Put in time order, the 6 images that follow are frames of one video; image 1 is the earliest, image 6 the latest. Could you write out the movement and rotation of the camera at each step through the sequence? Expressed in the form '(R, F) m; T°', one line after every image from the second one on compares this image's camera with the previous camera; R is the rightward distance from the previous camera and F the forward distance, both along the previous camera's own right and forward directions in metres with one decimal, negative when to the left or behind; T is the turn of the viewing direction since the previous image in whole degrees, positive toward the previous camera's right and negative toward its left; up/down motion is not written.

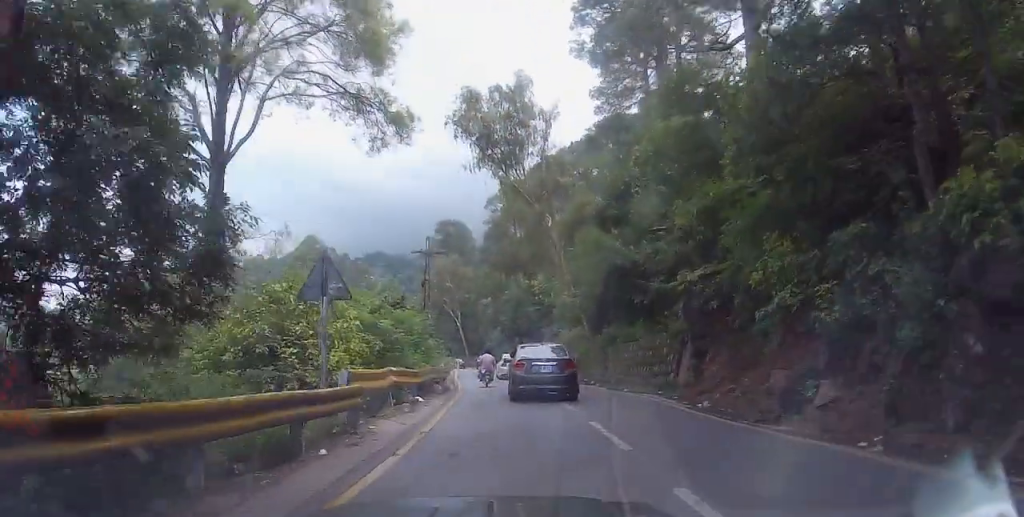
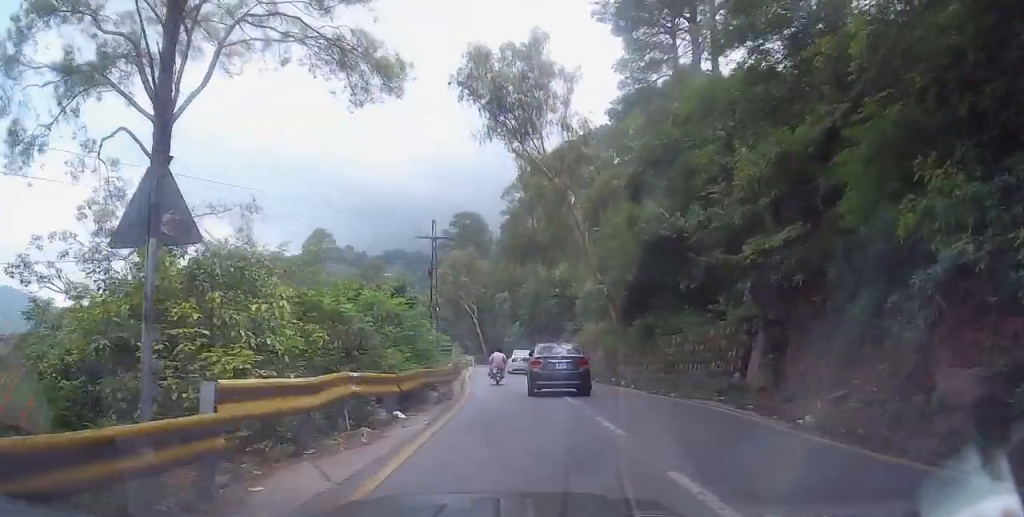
(-0.1, +4.8) m; -2°
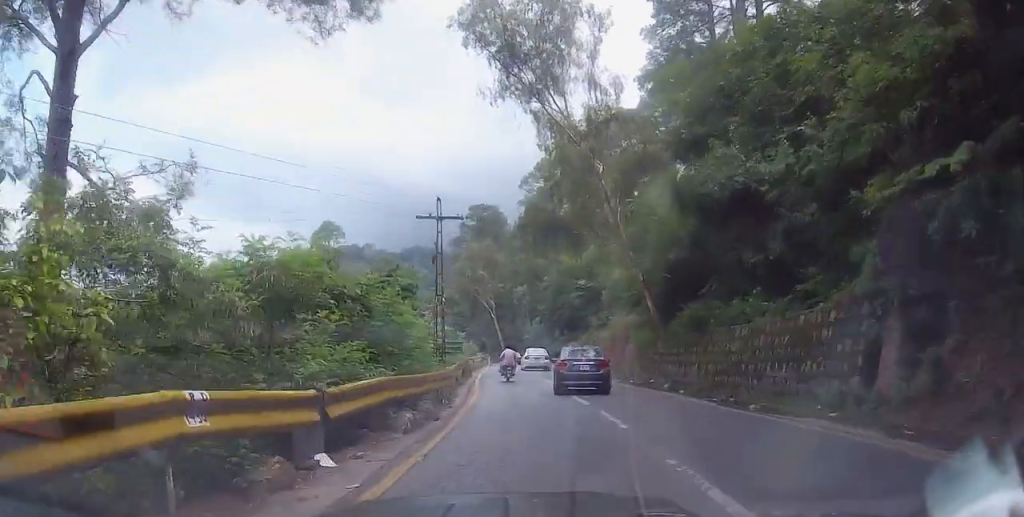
(-0.2, +5.3) m; 0°
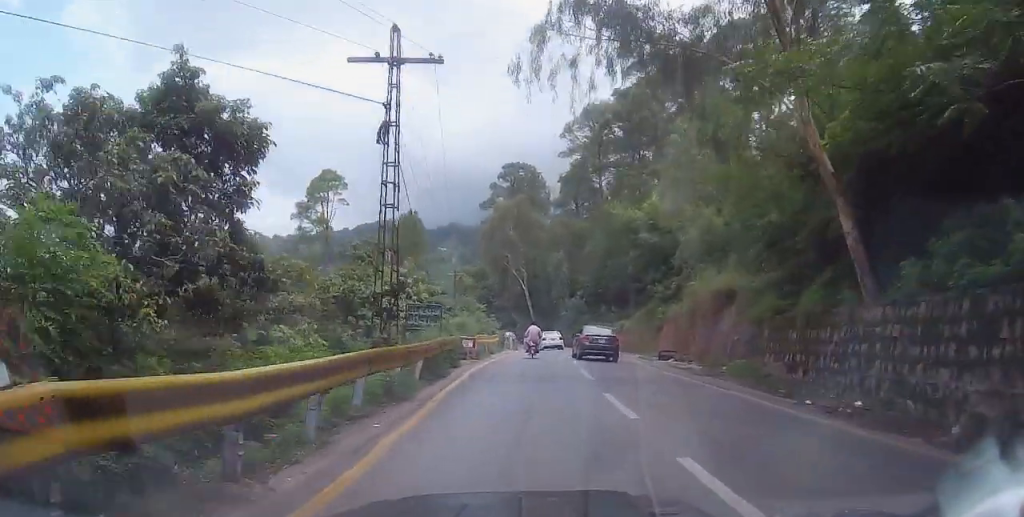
(+0.6, +16.8) m; +2°
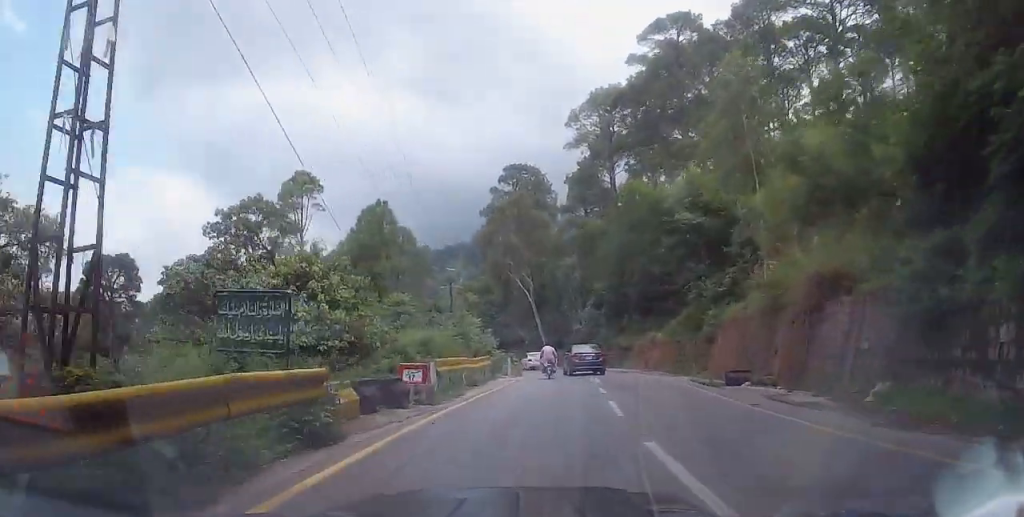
(0.0, +11.1) m; -2°
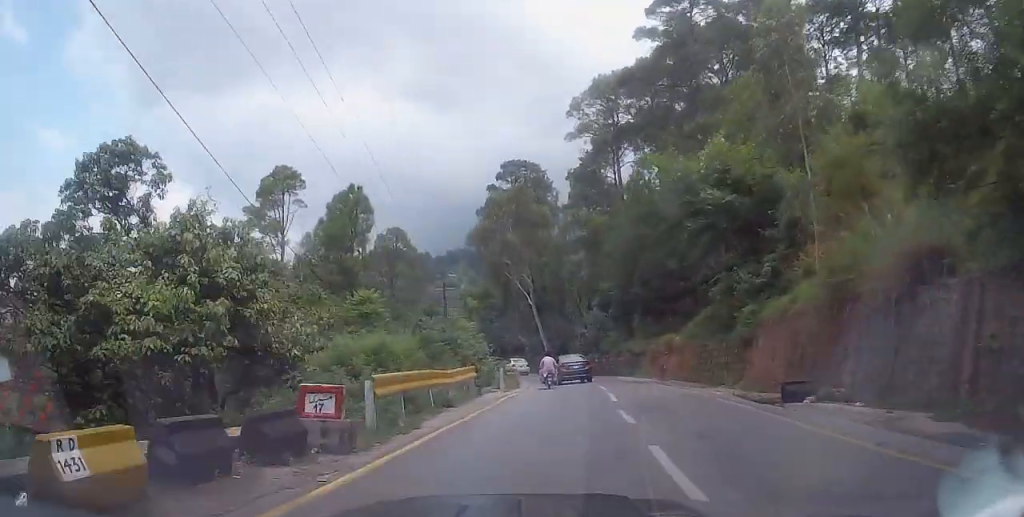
(-0.1, +5.6) m; -1°
